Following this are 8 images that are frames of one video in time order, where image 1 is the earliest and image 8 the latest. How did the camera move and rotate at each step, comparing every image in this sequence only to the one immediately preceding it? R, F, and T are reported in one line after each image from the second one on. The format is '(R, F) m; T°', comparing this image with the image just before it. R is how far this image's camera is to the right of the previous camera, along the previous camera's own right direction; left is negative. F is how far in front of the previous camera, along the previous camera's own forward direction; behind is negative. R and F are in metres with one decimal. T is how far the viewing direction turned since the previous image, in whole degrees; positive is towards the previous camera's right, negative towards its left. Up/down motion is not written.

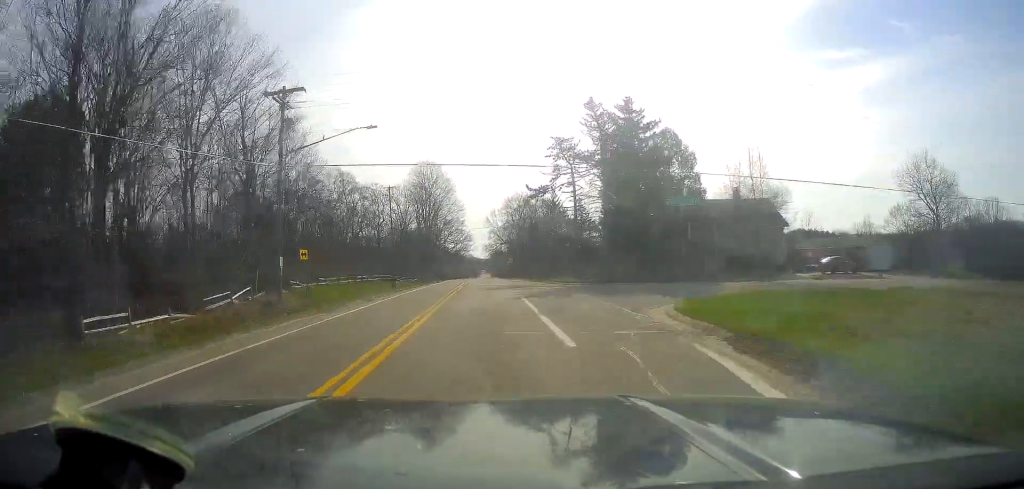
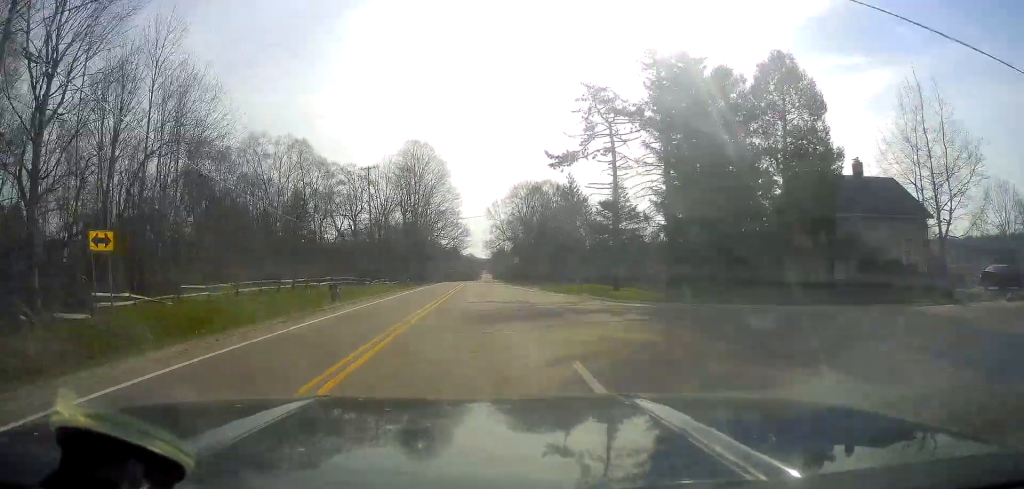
(+0.5, +20.6) m; 0°
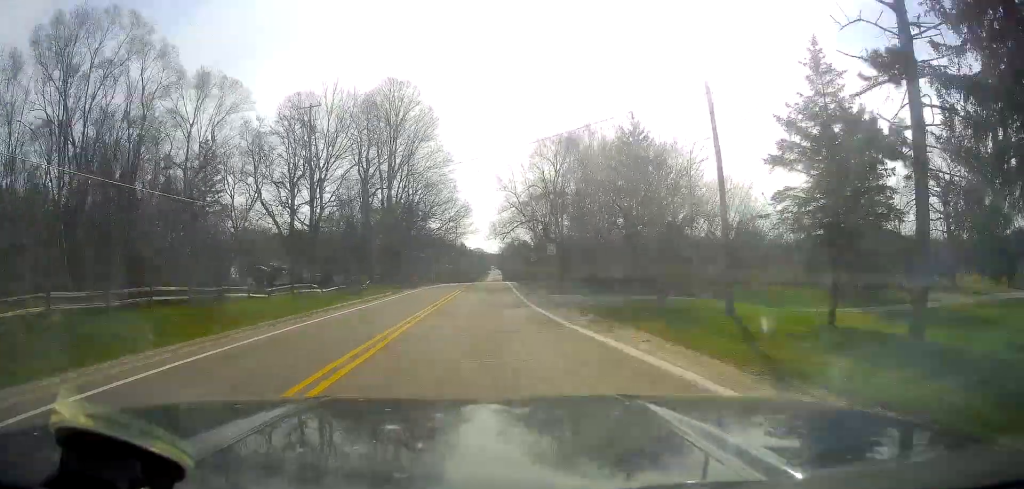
(-0.7, +33.2) m; -1°
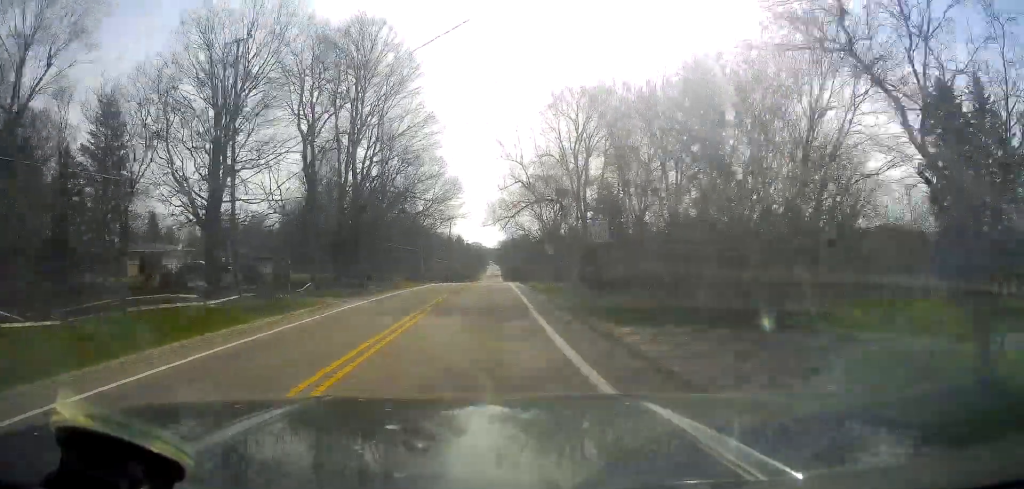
(0.0, +17.3) m; 0°
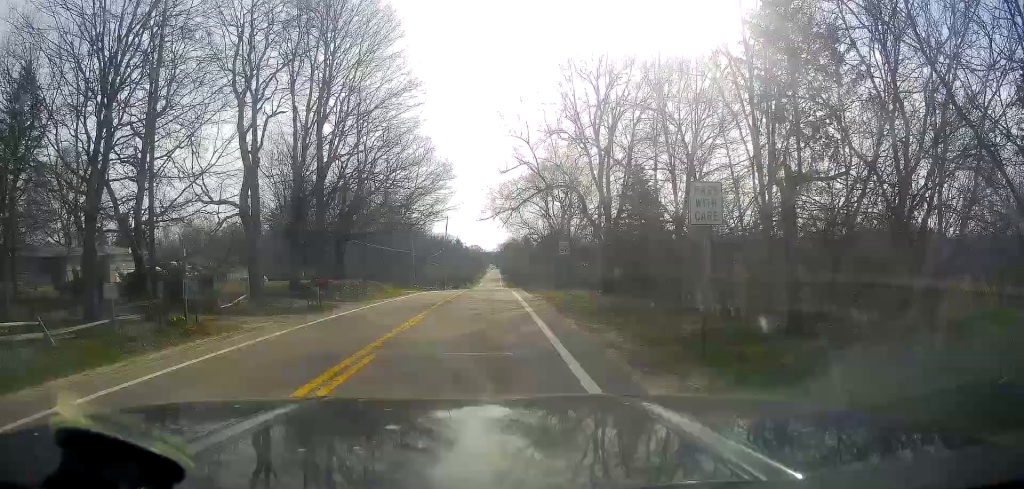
(0.0, +10.2) m; 0°
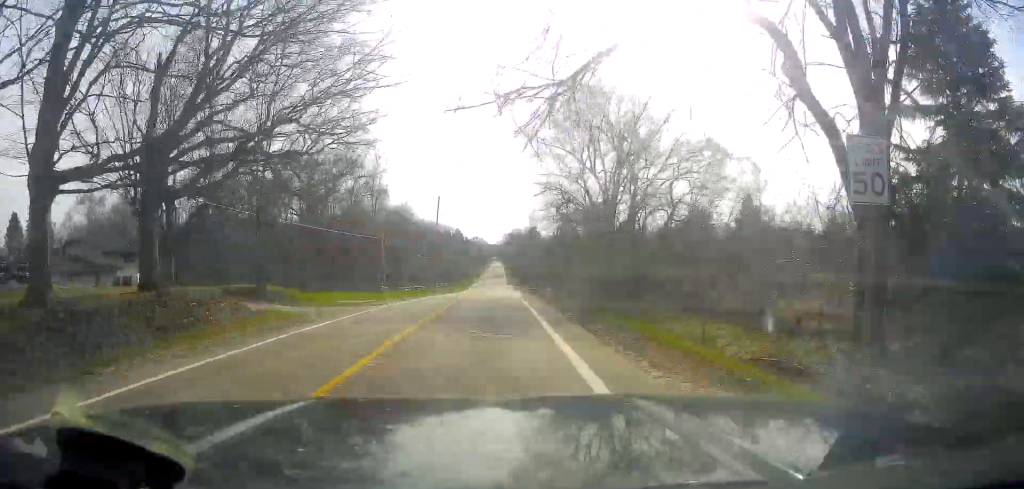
(0.0, +27.5) m; -1°
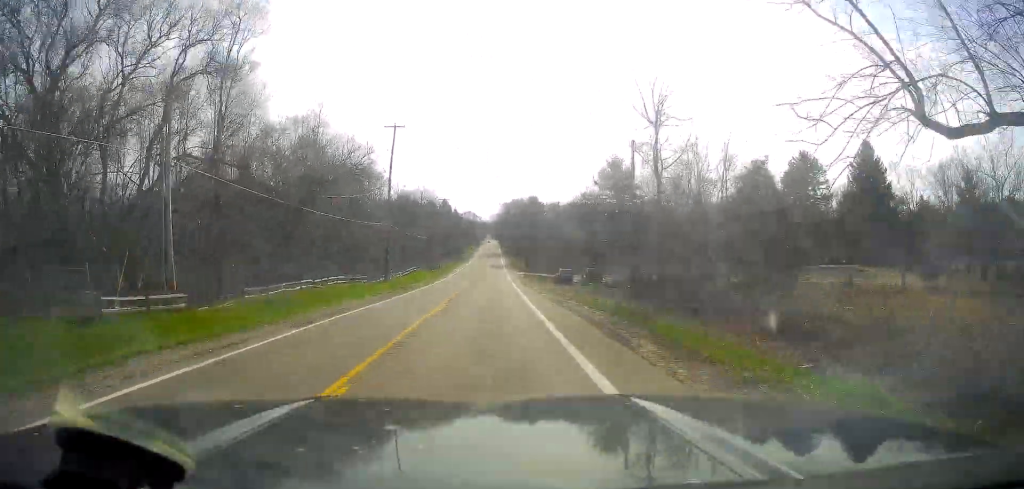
(-0.3, +43.4) m; +1°
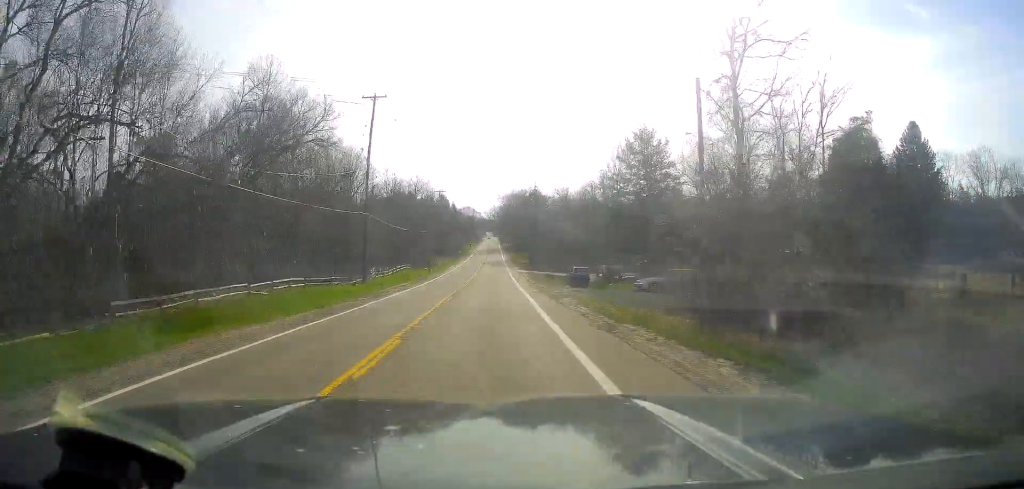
(0.0, +10.7) m; +1°
